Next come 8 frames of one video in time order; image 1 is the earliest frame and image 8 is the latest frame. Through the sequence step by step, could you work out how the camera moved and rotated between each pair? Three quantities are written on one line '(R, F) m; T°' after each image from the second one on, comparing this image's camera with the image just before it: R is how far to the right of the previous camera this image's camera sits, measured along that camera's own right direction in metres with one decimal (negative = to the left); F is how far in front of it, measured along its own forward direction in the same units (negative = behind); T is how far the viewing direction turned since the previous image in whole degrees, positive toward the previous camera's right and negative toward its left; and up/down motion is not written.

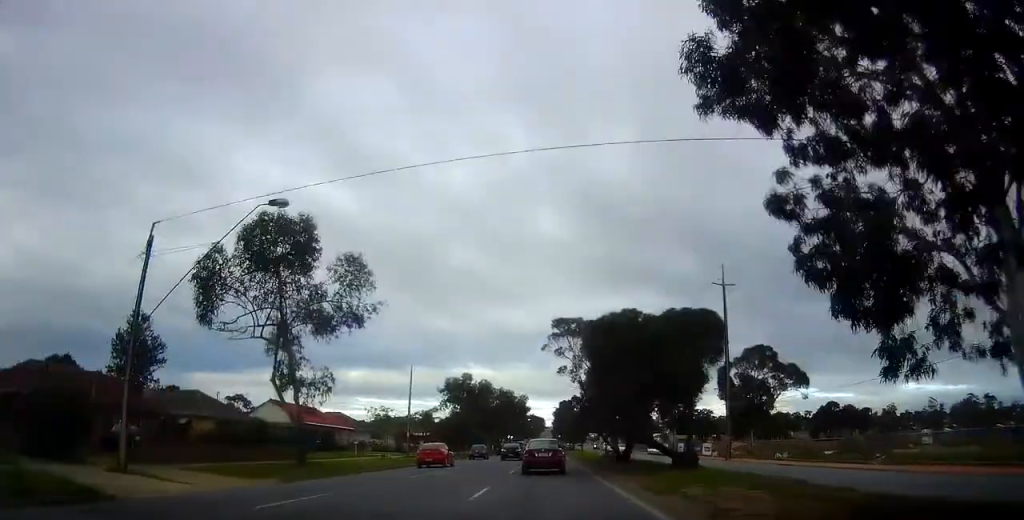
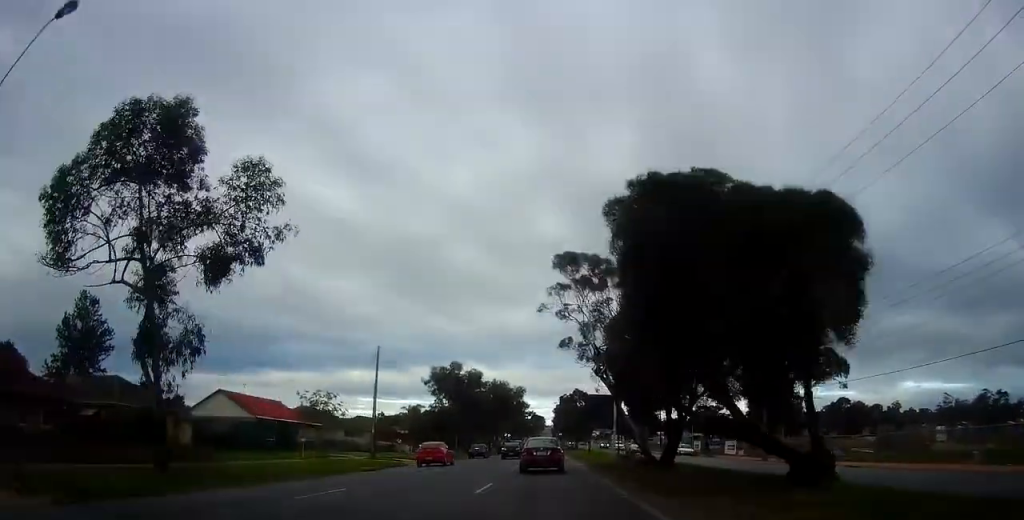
(0.0, +10.9) m; 0°
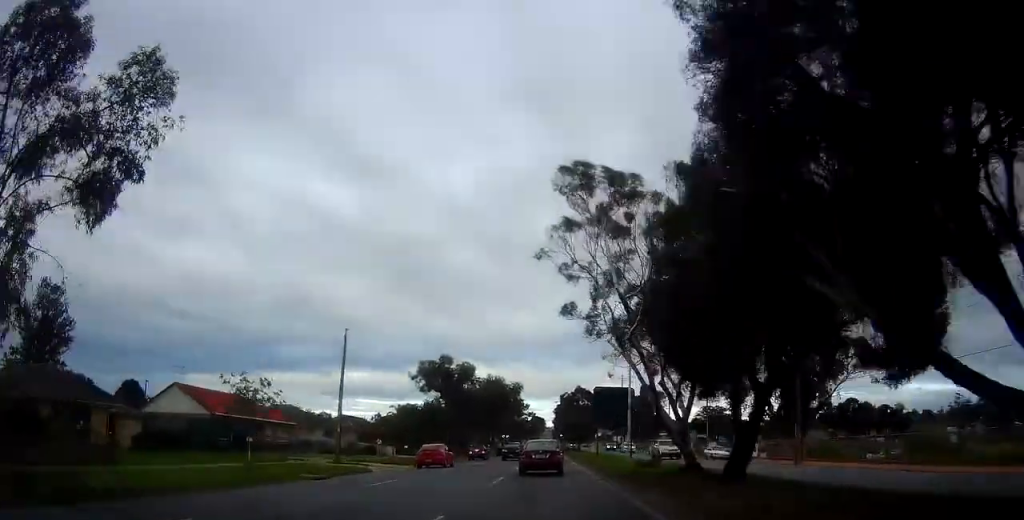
(0.0, +7.4) m; 0°
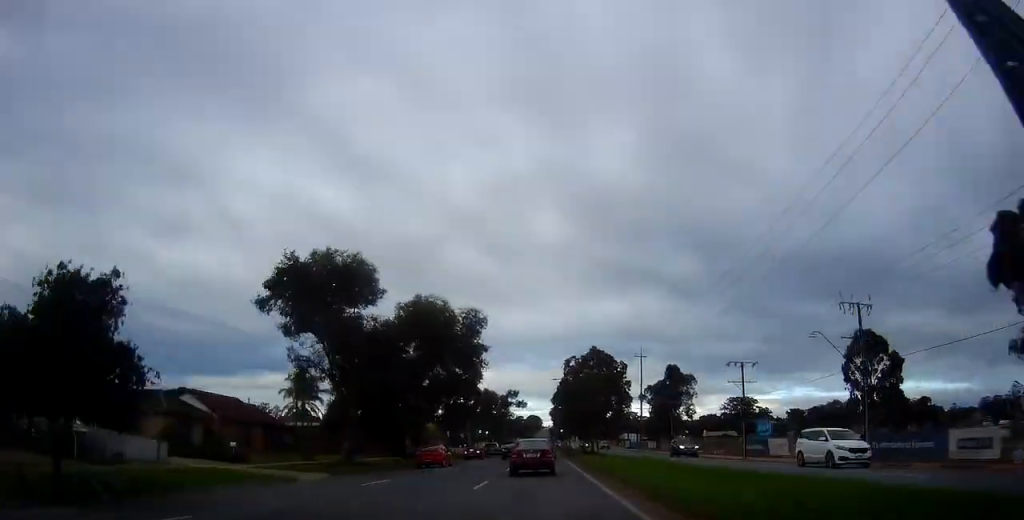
(+0.6, +37.8) m; +2°
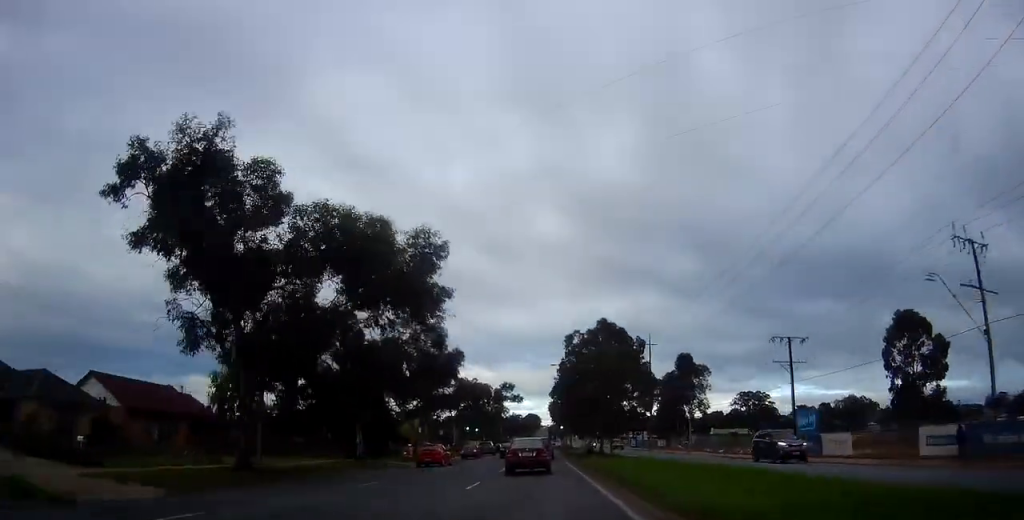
(+0.1, +12.1) m; -1°
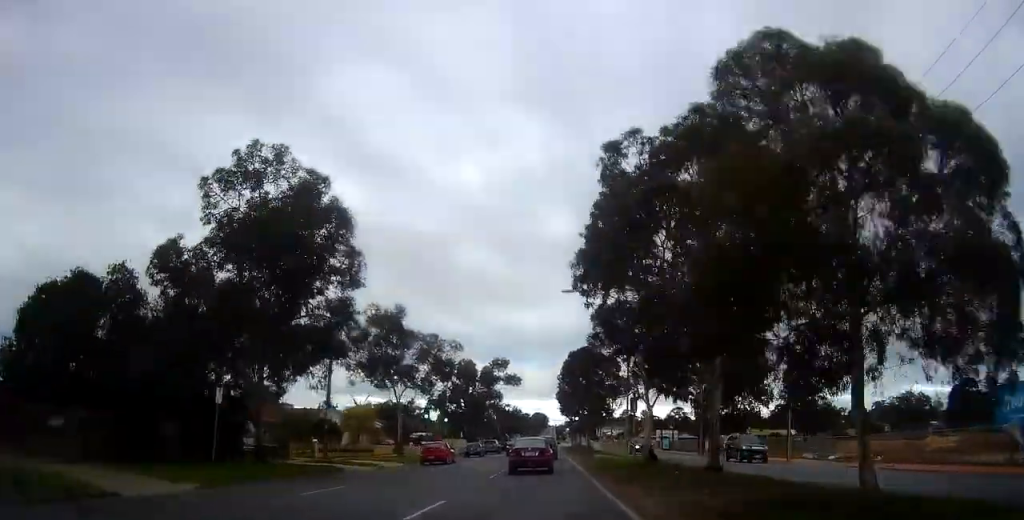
(-0.6, +30.6) m; -1°
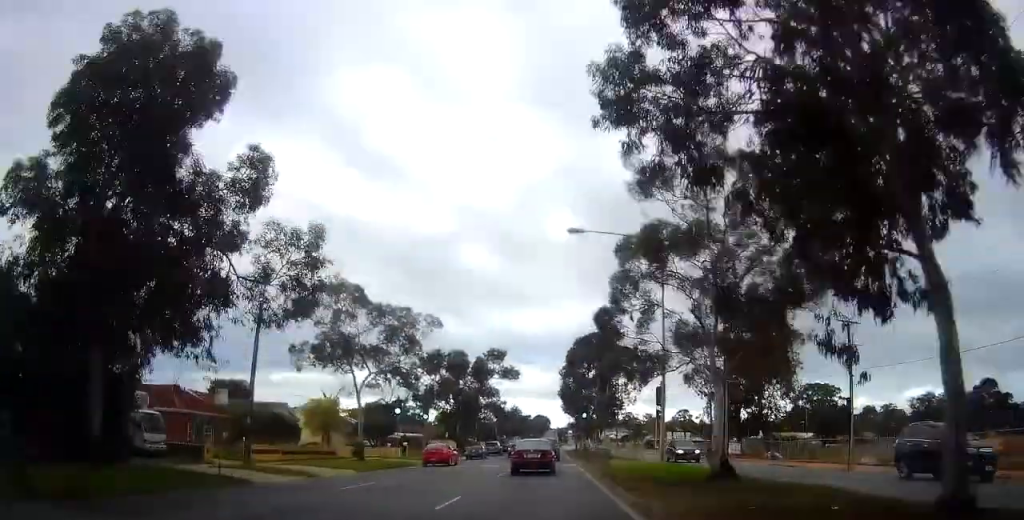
(0.0, +9.9) m; 0°
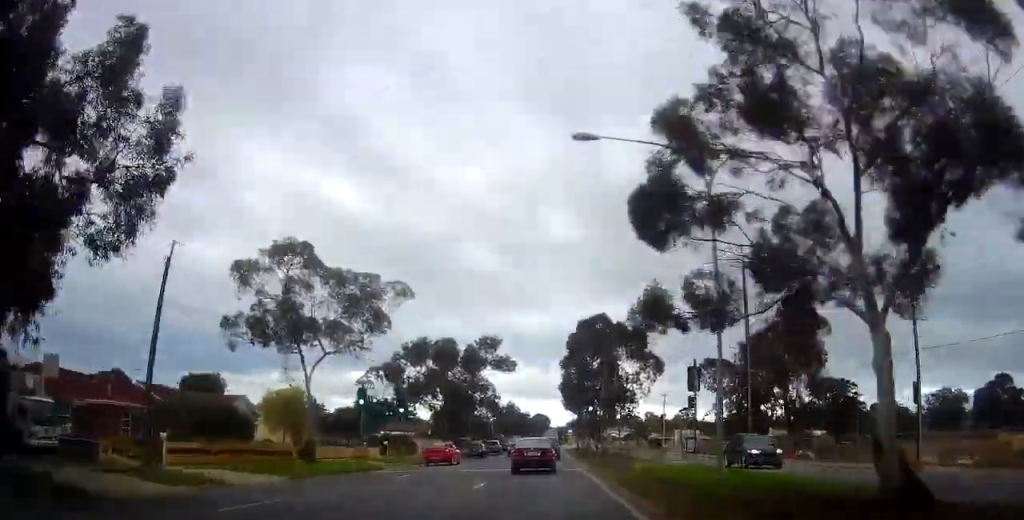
(0.0, +7.7) m; 0°
